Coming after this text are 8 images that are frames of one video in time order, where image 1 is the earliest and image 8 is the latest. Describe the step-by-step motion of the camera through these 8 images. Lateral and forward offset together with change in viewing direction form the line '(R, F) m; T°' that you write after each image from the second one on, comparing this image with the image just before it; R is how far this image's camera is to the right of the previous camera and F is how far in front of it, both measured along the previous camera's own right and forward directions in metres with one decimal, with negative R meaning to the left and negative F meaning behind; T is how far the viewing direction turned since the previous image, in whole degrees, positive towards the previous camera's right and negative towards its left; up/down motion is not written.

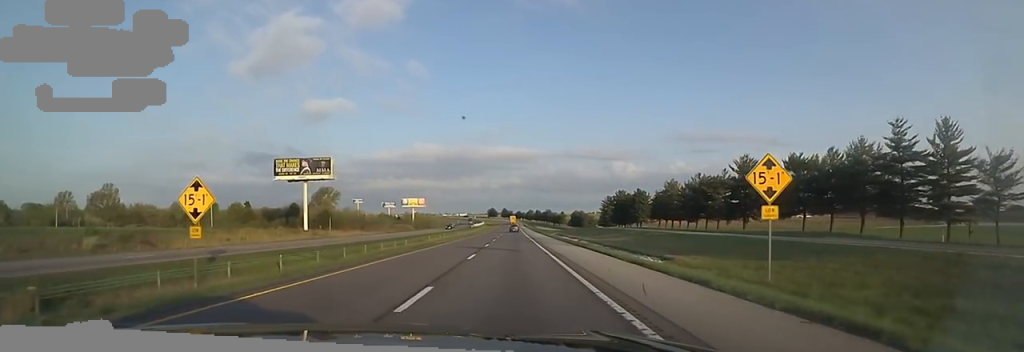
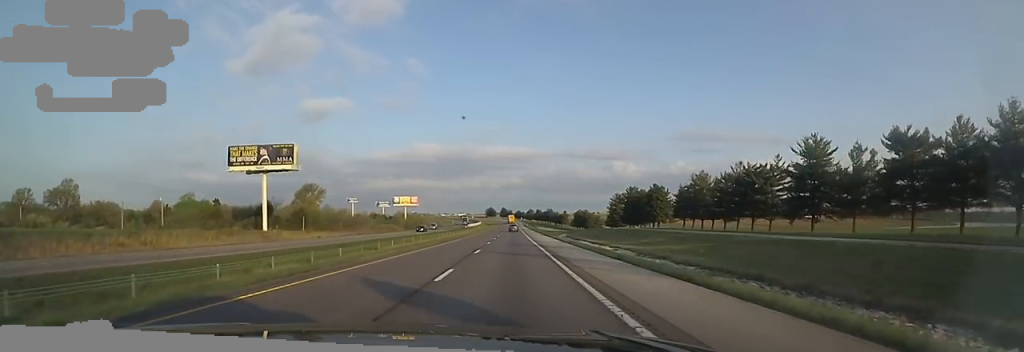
(+0.2, +20.1) m; -1°
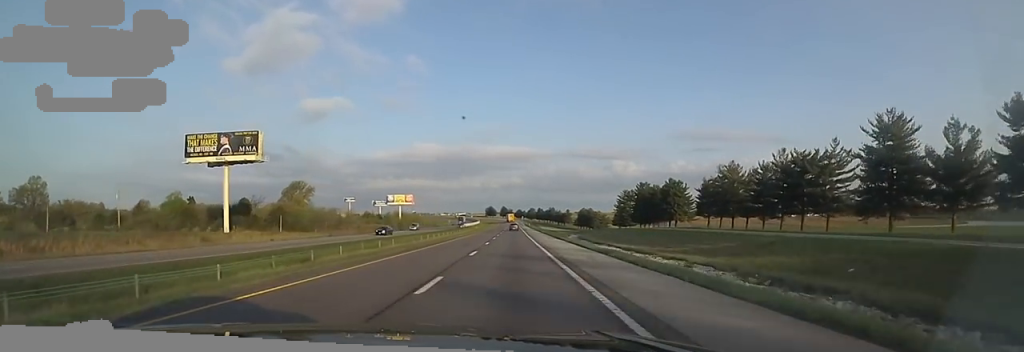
(-0.3, +14.5) m; 0°
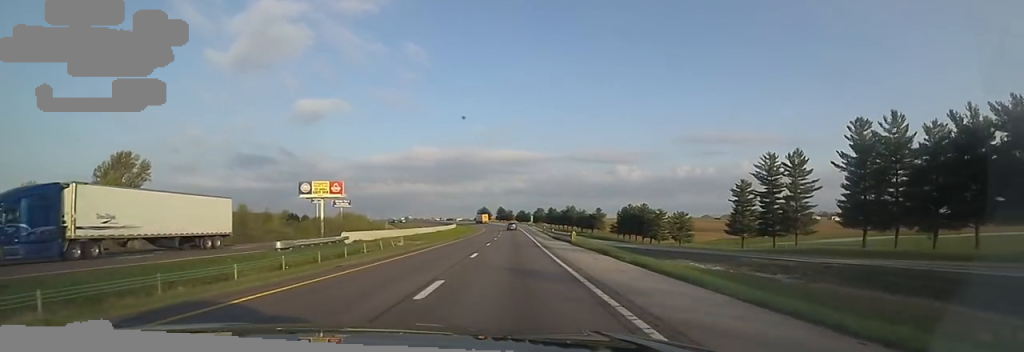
(+1.5, +112.2) m; 0°
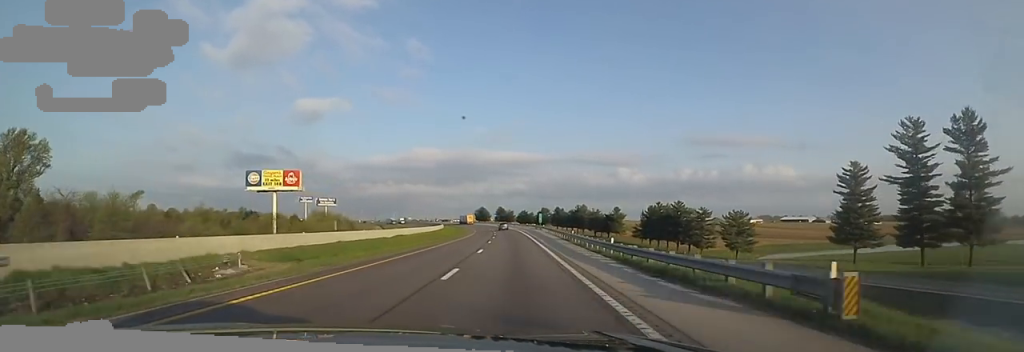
(-0.5, +34.2) m; -1°
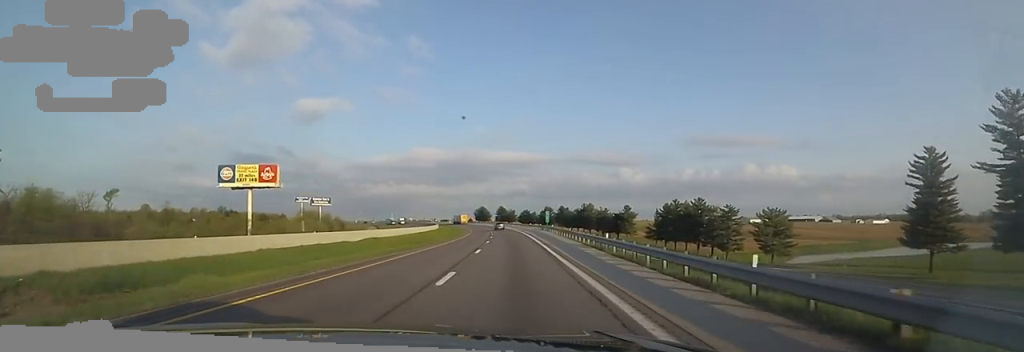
(-0.5, +13.7) m; 0°
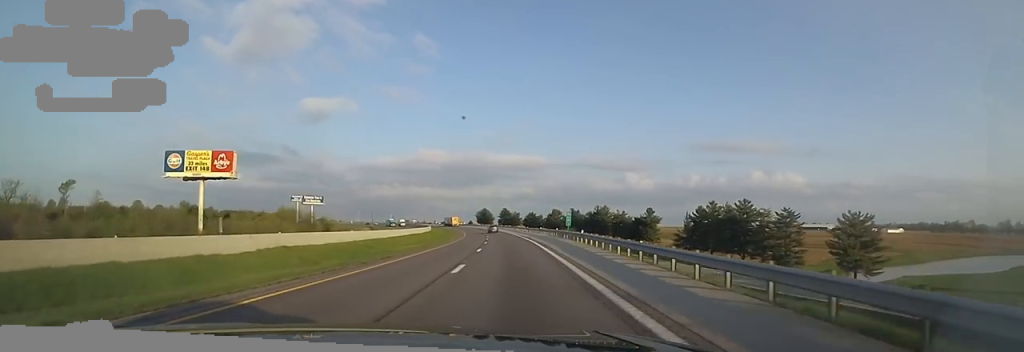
(+0.6, +21.6) m; 0°
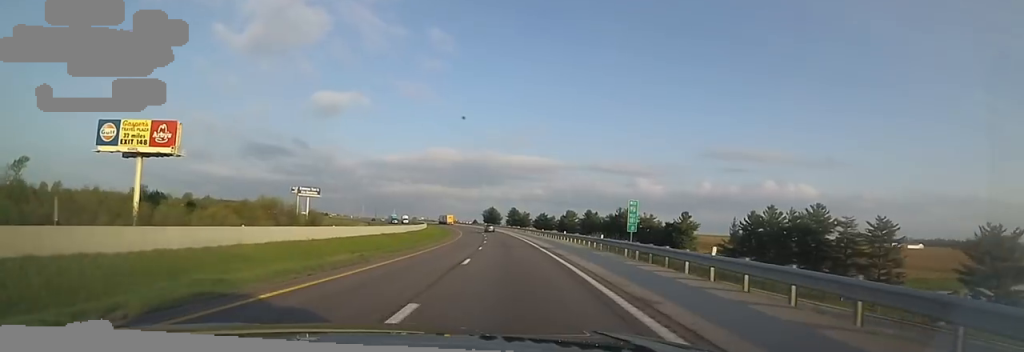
(+0.1, +21.5) m; -1°
